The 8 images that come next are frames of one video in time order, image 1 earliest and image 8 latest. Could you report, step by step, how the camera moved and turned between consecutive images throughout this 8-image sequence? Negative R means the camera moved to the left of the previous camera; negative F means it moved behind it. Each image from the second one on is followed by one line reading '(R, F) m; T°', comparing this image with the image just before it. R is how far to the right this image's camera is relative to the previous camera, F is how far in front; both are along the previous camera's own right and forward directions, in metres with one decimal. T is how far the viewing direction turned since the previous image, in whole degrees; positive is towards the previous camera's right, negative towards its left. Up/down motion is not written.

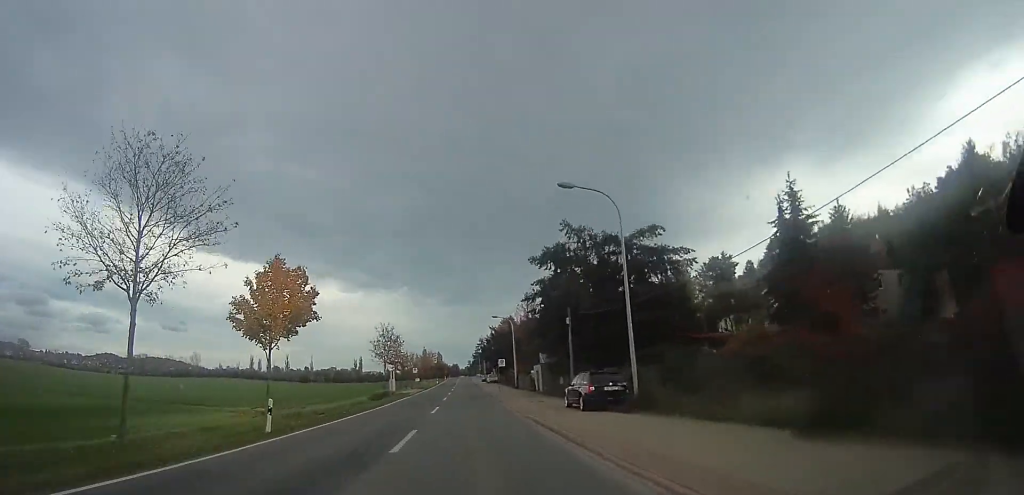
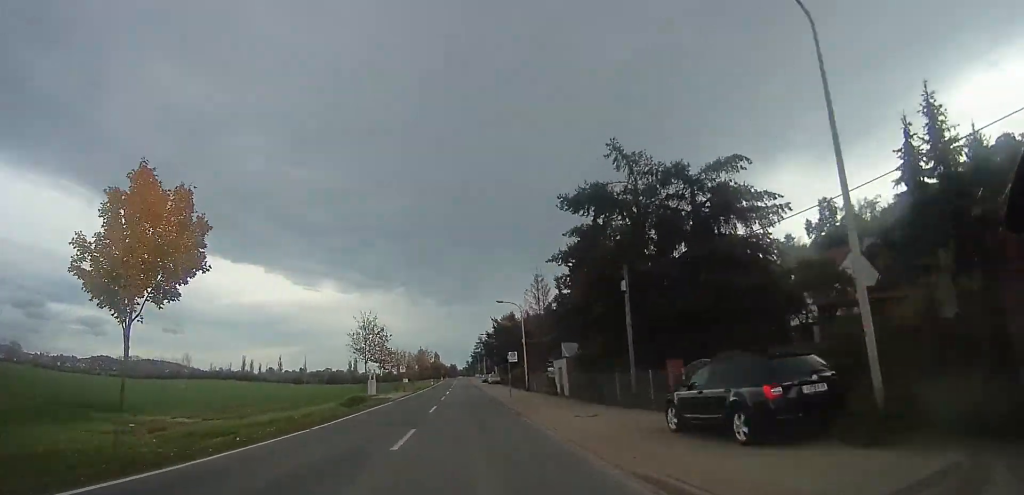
(+0.4, +11.4) m; +2°
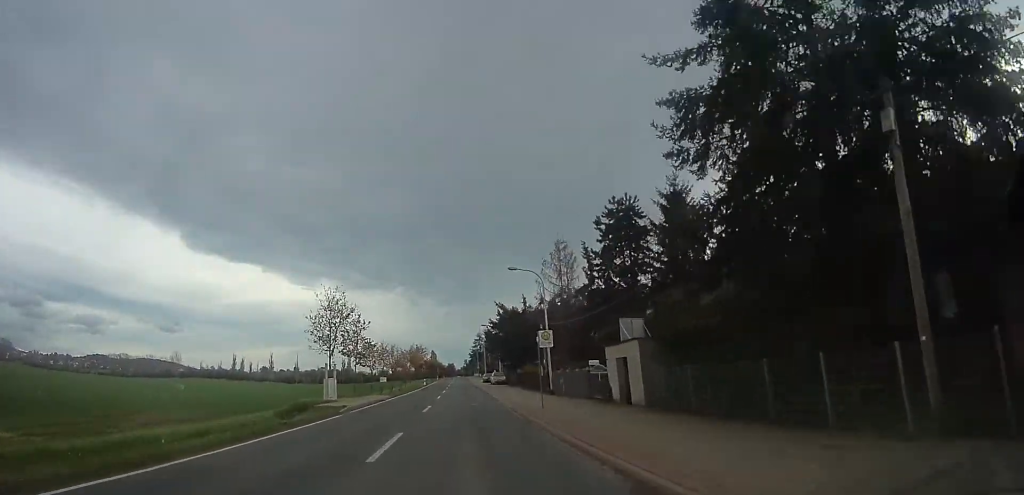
(+0.2, +13.7) m; +1°
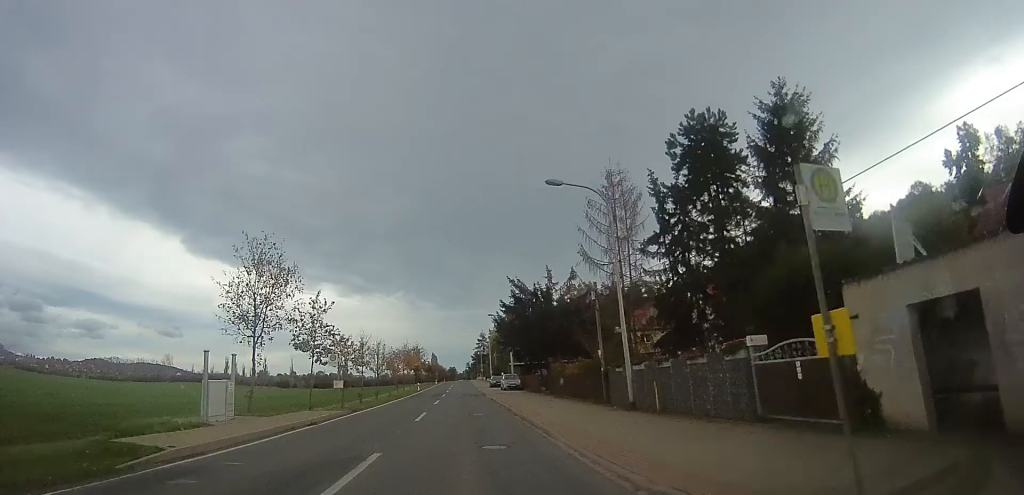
(+0.1, +15.2) m; 0°
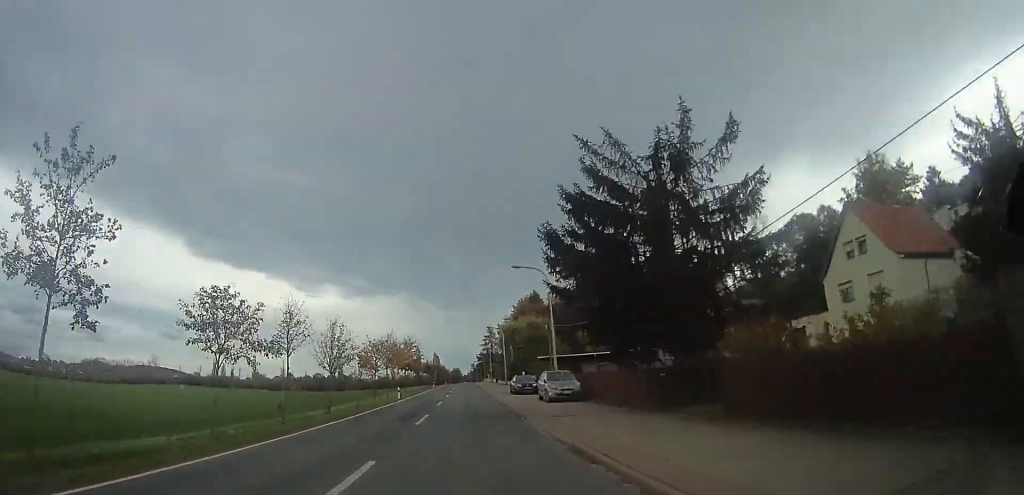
(-0.2, +25.0) m; 0°
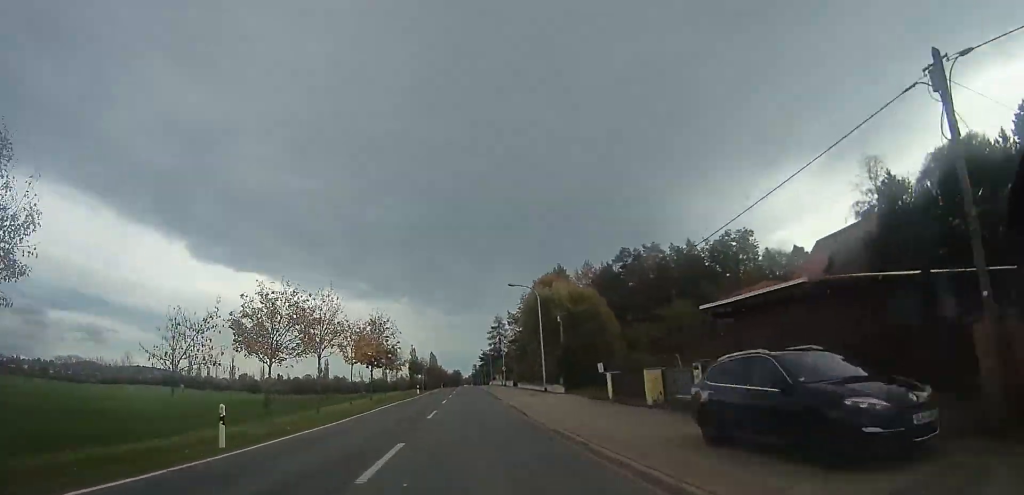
(+0.3, +33.6) m; 0°
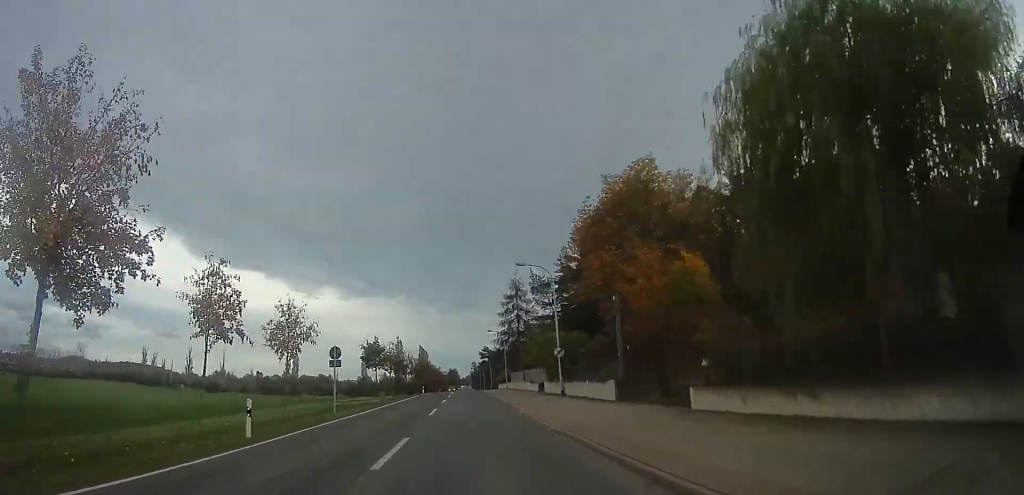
(-2.6, +46.9) m; -3°
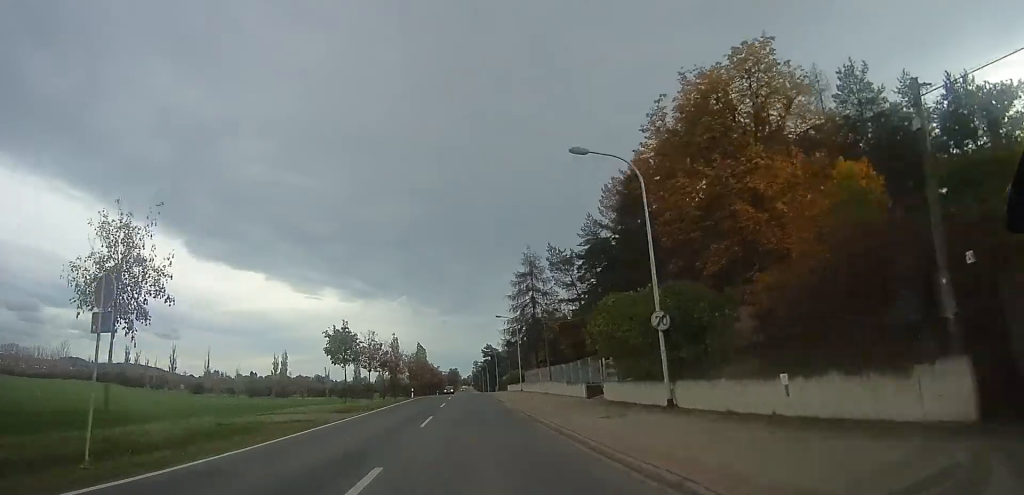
(+0.8, +16.3) m; +2°
